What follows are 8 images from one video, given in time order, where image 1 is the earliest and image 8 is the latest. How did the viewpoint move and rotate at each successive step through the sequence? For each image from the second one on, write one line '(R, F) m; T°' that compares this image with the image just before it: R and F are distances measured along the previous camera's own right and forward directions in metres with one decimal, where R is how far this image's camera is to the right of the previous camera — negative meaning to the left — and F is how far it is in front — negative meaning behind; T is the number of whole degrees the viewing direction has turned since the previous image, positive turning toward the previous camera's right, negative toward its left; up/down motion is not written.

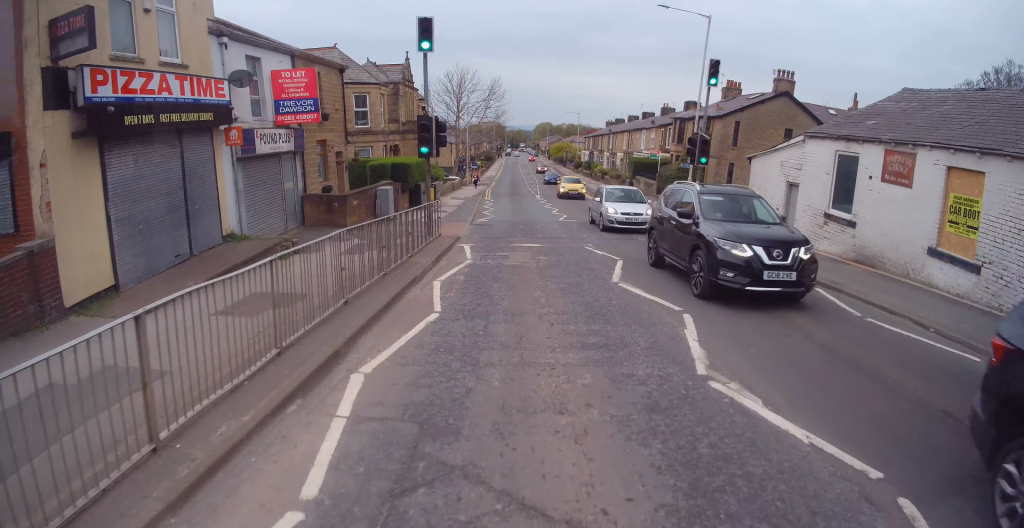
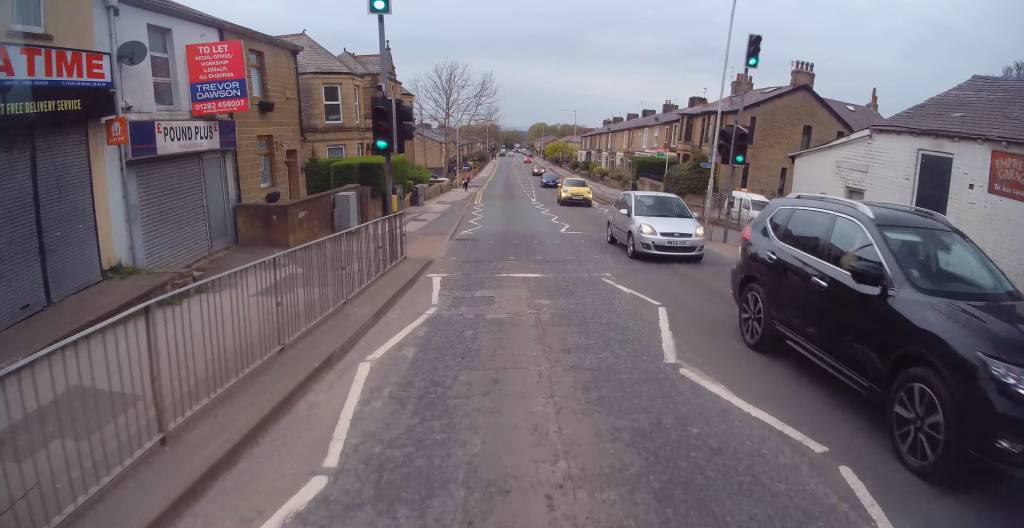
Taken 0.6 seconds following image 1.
(+0.1, +3.7) m; +1°
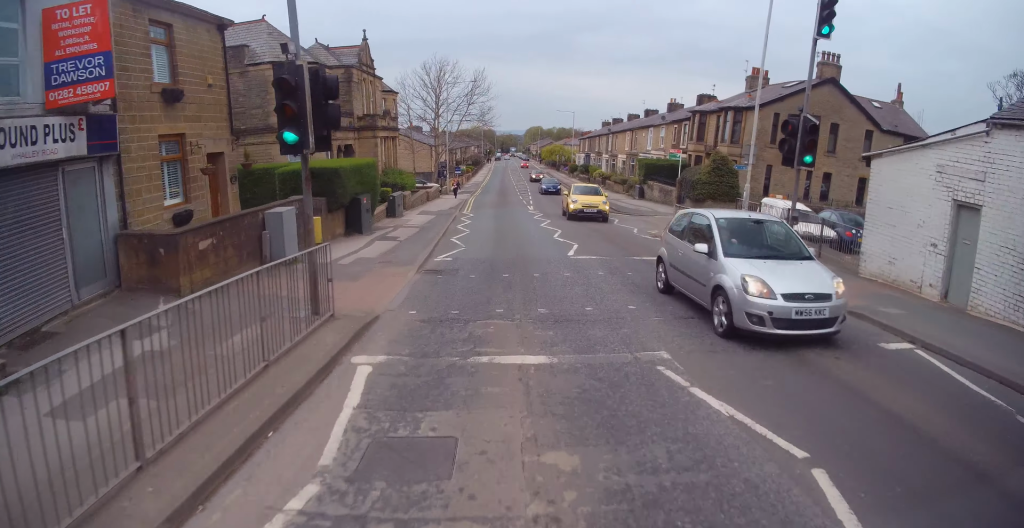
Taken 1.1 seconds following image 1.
(0.0, +4.2) m; -1°
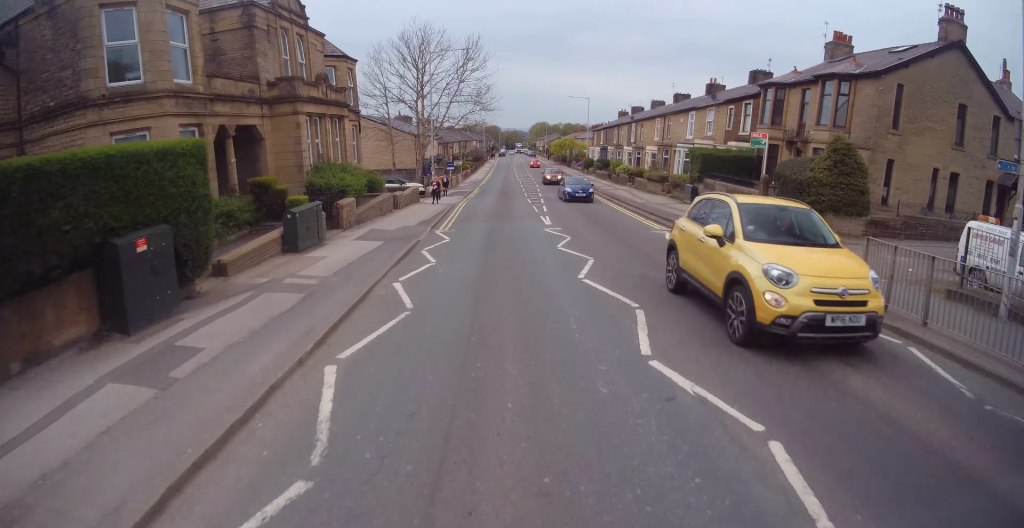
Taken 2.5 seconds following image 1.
(-0.4, +11.0) m; -4°
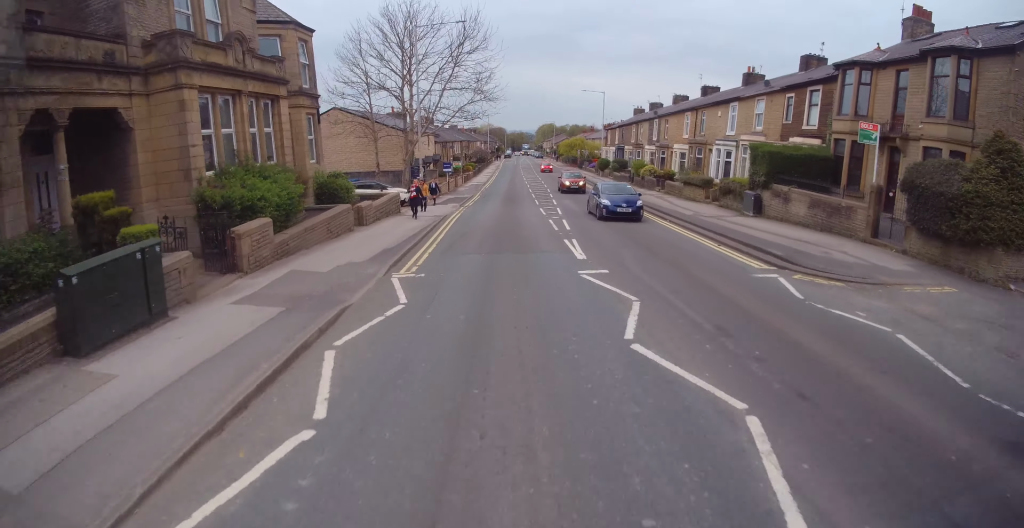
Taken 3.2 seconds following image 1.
(-0.2, +7.3) m; +1°
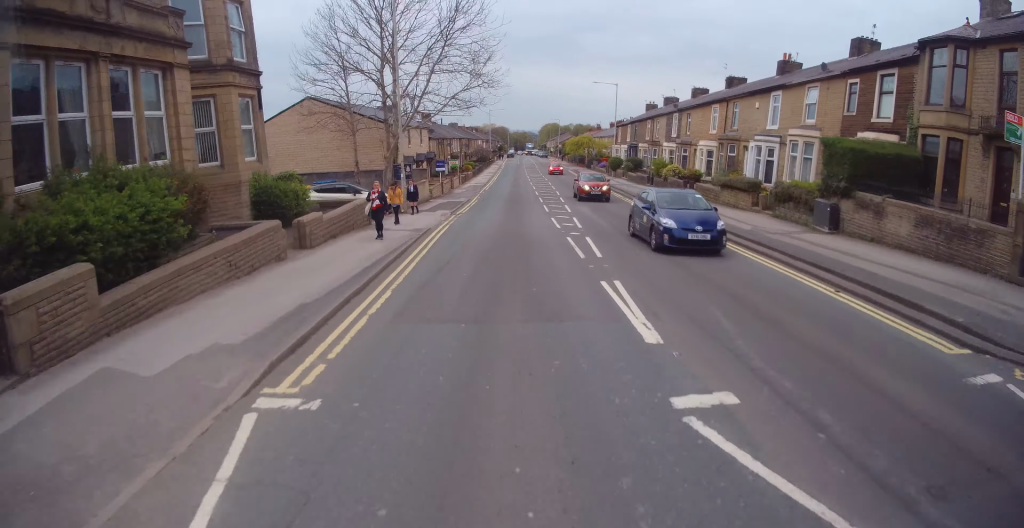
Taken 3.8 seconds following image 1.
(+0.2, +5.9) m; +1°
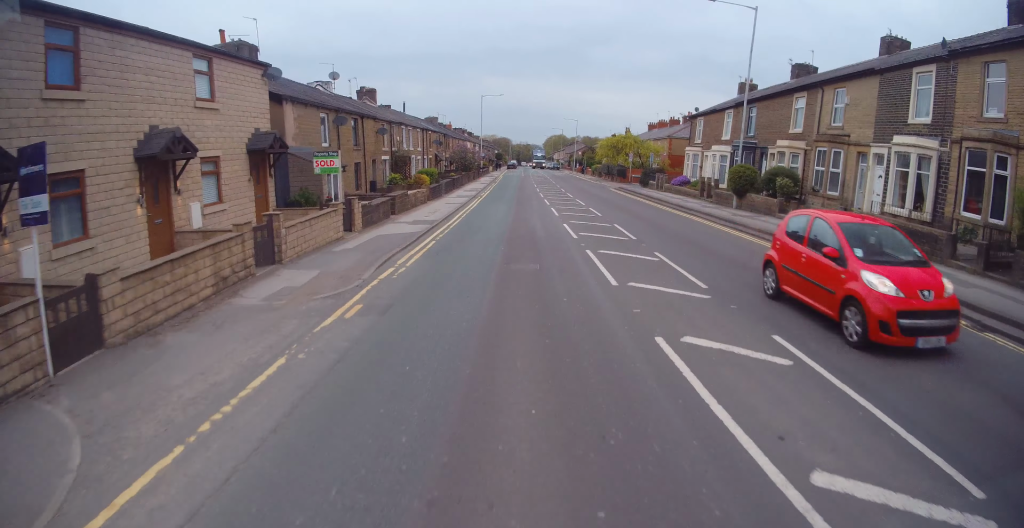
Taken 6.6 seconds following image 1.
(0.0, +33.1) m; 0°
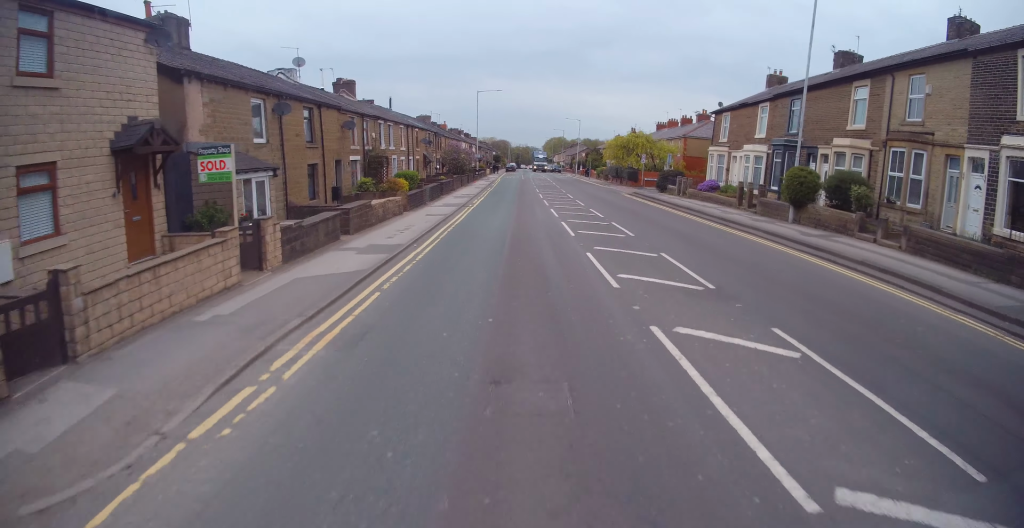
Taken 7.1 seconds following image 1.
(0.0, +5.9) m; 0°
